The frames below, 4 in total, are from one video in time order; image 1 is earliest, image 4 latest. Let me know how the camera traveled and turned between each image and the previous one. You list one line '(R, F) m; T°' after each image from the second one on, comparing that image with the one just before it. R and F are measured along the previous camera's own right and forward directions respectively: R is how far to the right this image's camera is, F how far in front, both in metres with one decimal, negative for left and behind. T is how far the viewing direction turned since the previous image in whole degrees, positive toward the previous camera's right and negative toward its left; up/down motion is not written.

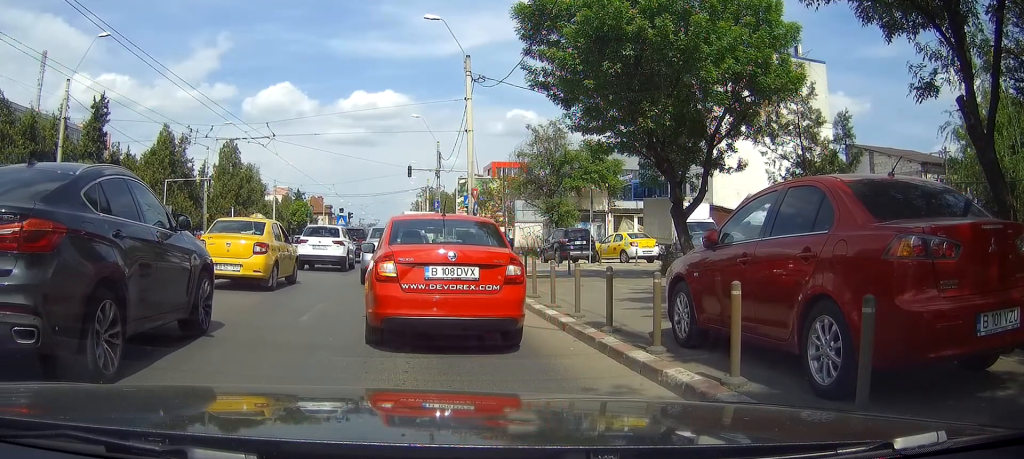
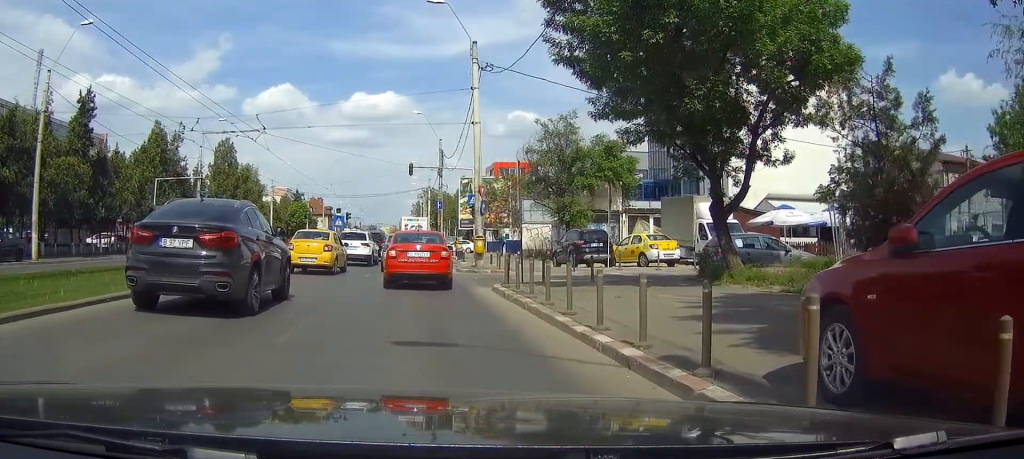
(+0.1, +3.8) m; +3°
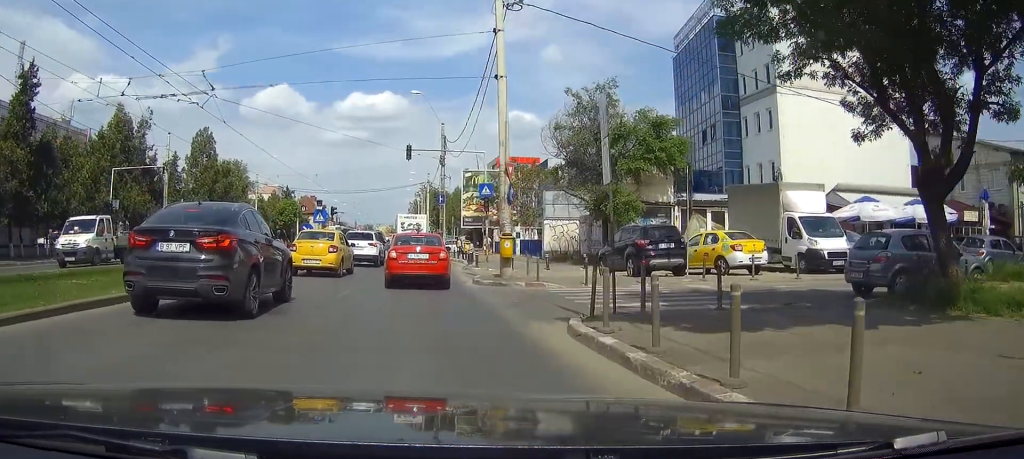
(+0.1, +9.5) m; 0°
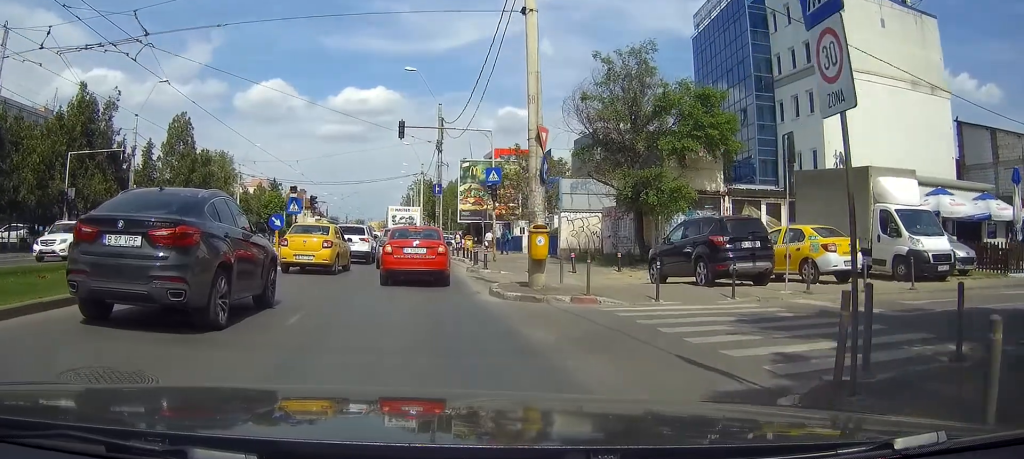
(0.0, +6.2) m; 0°
